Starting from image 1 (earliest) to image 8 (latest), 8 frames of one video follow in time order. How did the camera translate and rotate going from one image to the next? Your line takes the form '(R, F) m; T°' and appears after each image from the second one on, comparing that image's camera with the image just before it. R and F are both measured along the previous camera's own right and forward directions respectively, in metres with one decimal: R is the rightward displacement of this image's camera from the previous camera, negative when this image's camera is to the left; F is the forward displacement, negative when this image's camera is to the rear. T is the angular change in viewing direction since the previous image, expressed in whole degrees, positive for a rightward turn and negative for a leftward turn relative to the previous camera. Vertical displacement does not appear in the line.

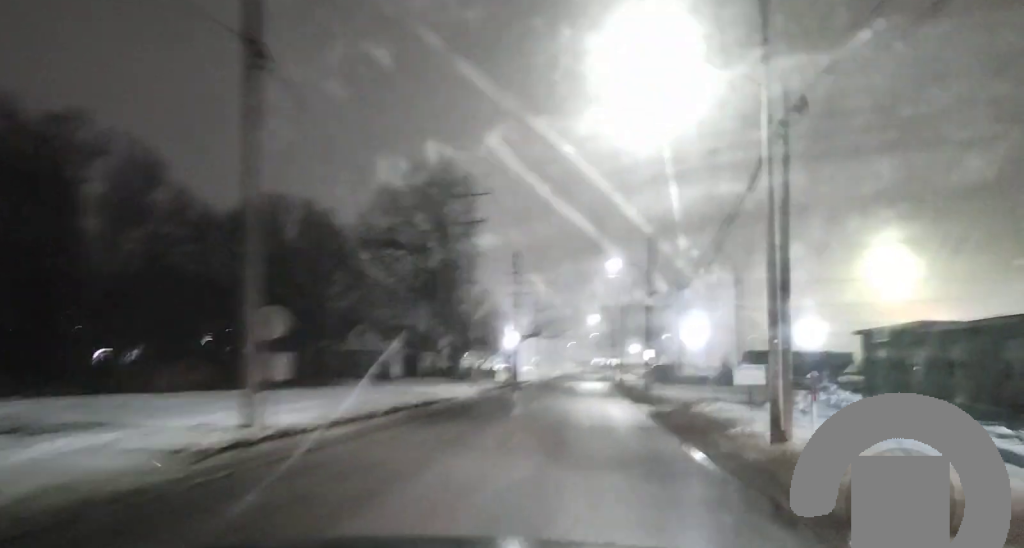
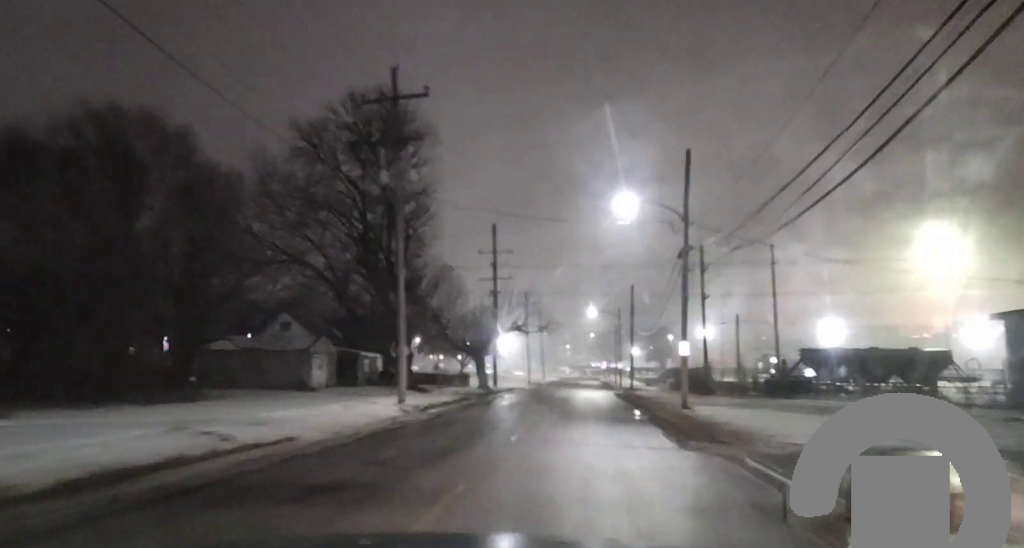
(0.0, +21.5) m; +1°
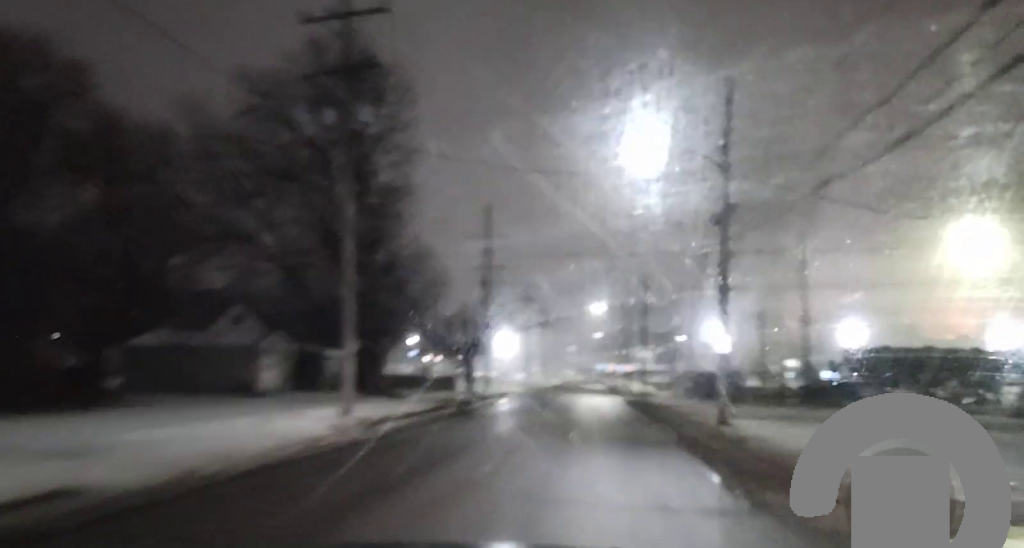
(0.0, +8.0) m; +1°
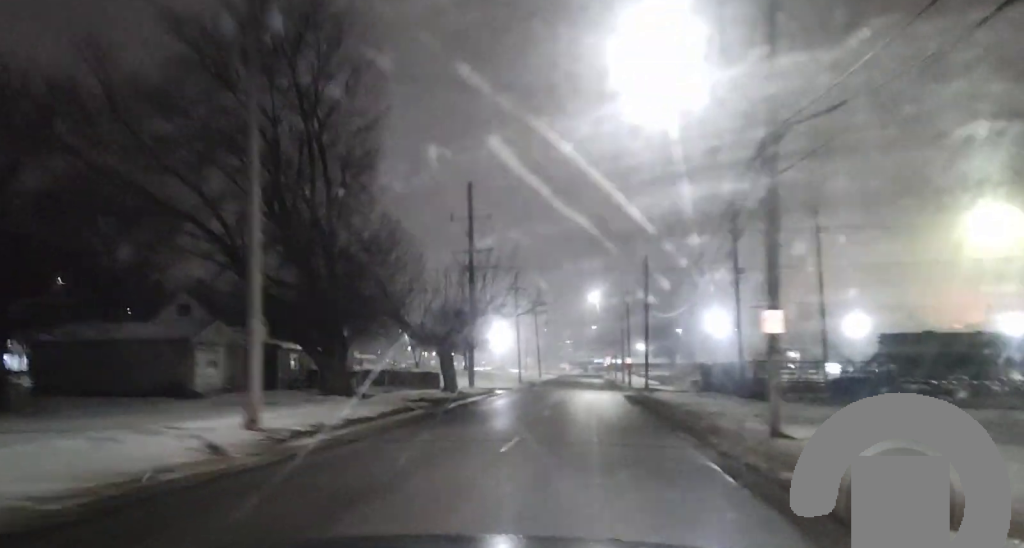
(+0.1, +7.4) m; 0°
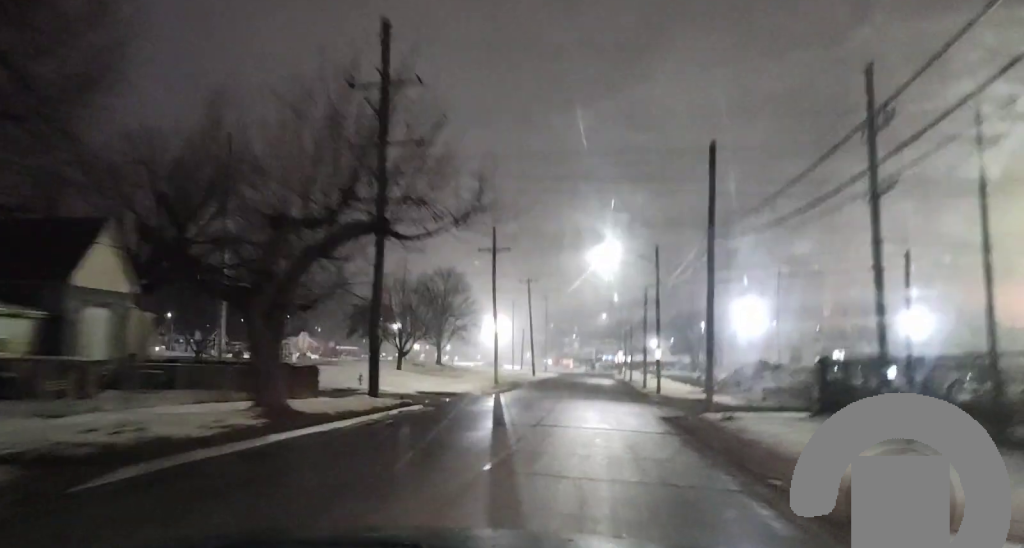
(-0.7, +28.0) m; -2°
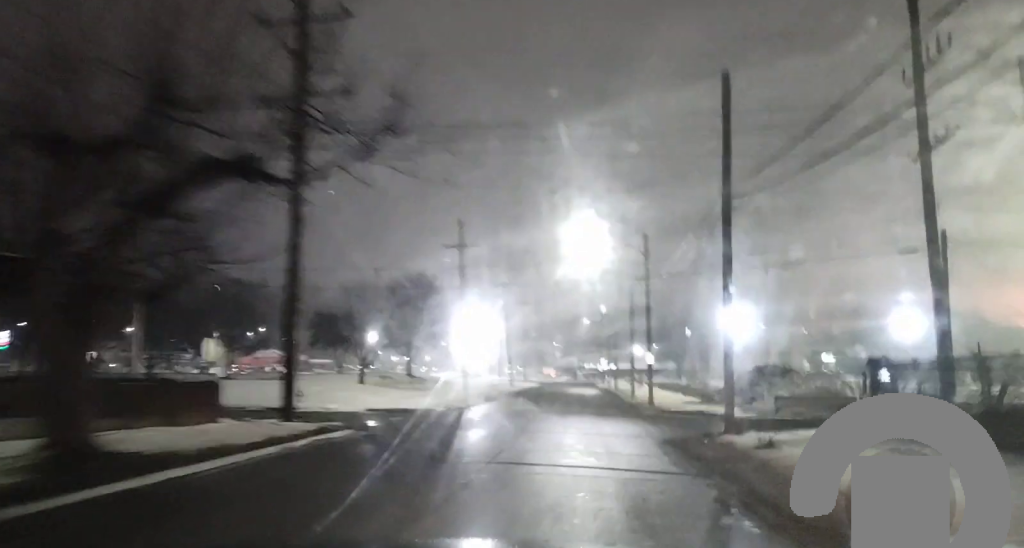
(0.0, +7.1) m; +1°
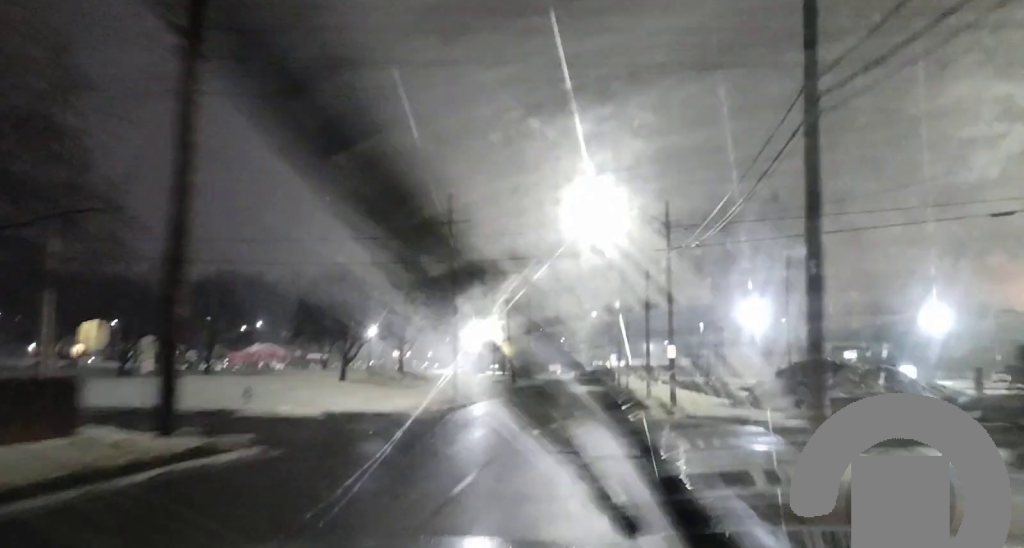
(+0.1, +7.5) m; +1°
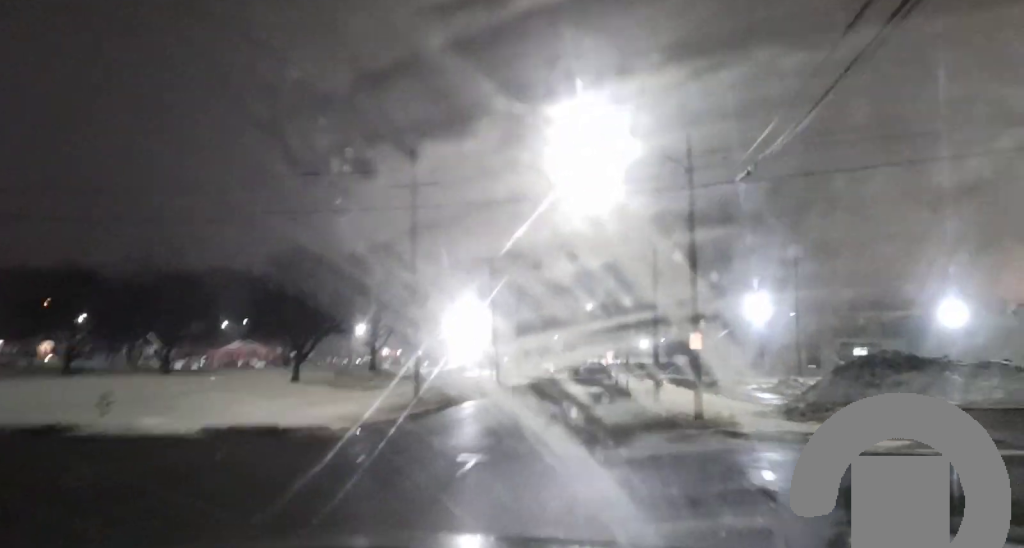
(0.0, +9.9) m; 0°
